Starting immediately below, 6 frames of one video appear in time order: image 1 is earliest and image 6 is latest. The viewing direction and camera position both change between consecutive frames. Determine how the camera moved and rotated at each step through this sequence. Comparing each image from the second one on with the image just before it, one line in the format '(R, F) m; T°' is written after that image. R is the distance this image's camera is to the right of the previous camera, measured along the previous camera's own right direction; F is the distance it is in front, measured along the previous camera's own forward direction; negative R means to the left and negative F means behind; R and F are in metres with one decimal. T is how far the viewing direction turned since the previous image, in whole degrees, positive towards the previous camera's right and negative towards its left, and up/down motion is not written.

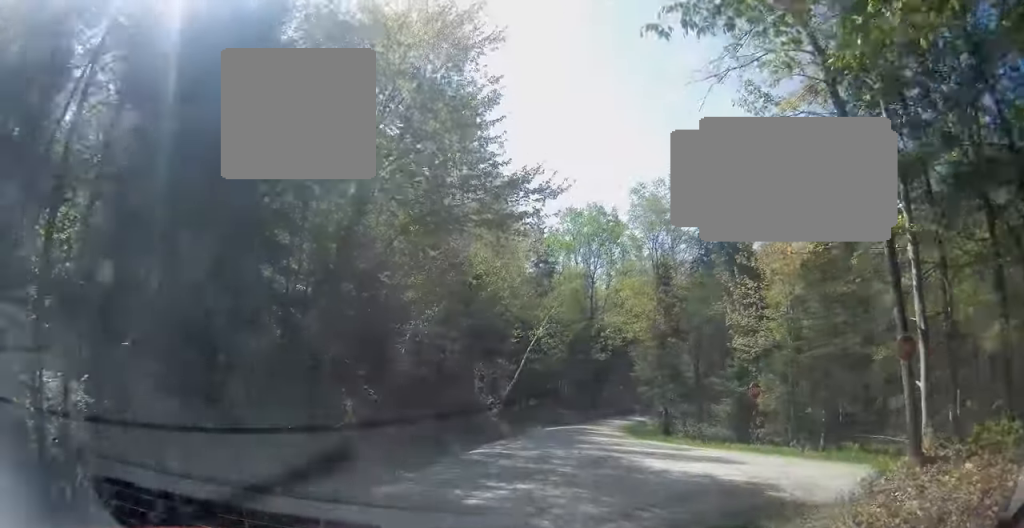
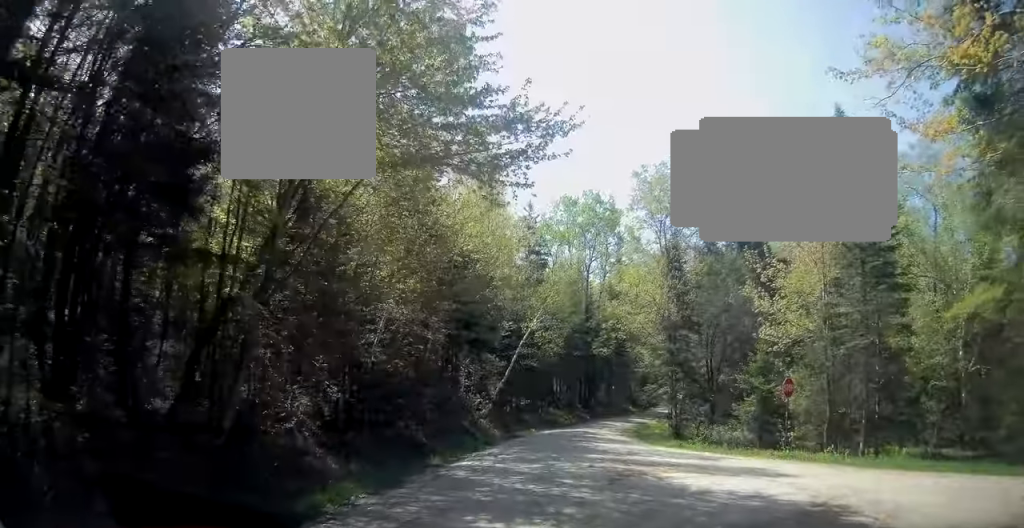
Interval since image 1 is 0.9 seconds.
(+0.1, +4.3) m; +2°
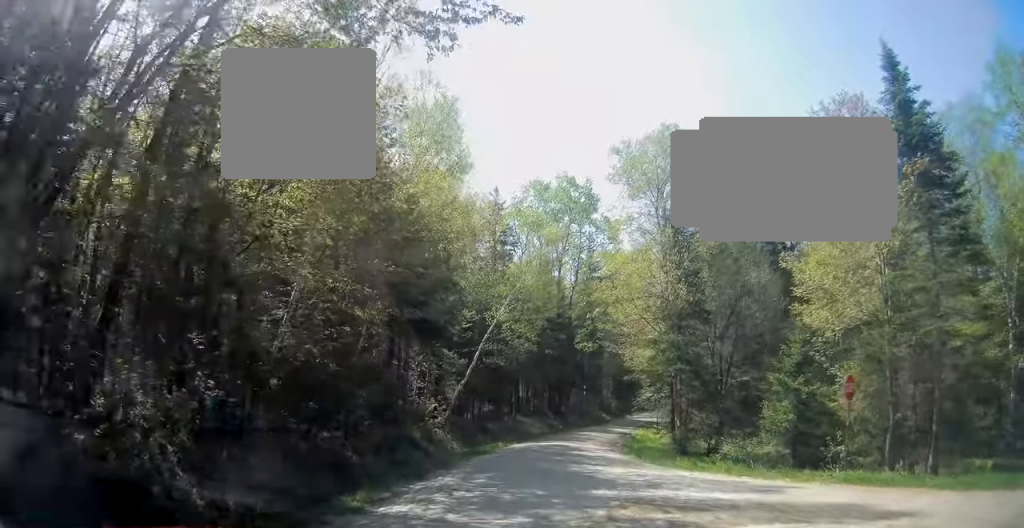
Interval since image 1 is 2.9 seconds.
(+0.8, +7.4) m; +13°
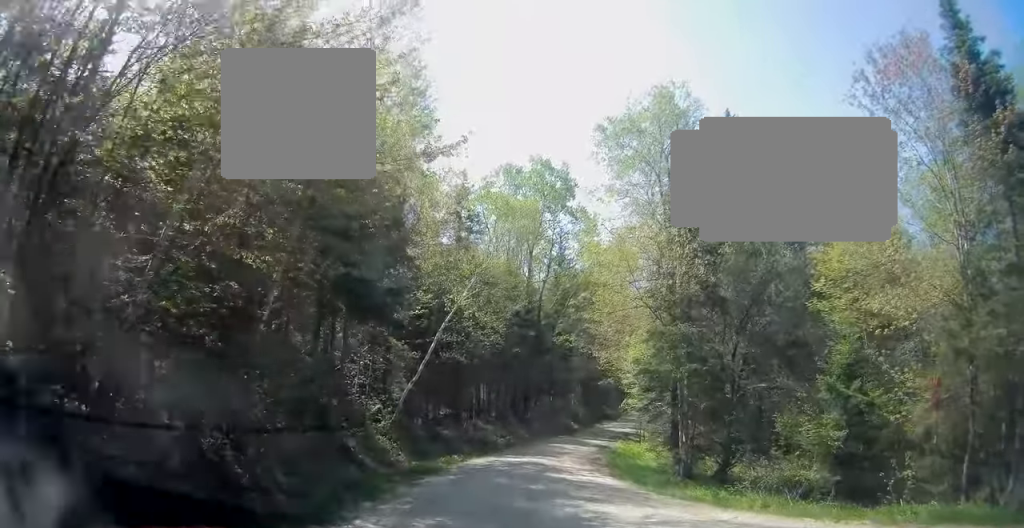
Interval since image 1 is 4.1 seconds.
(0.0, +4.1) m; -3°
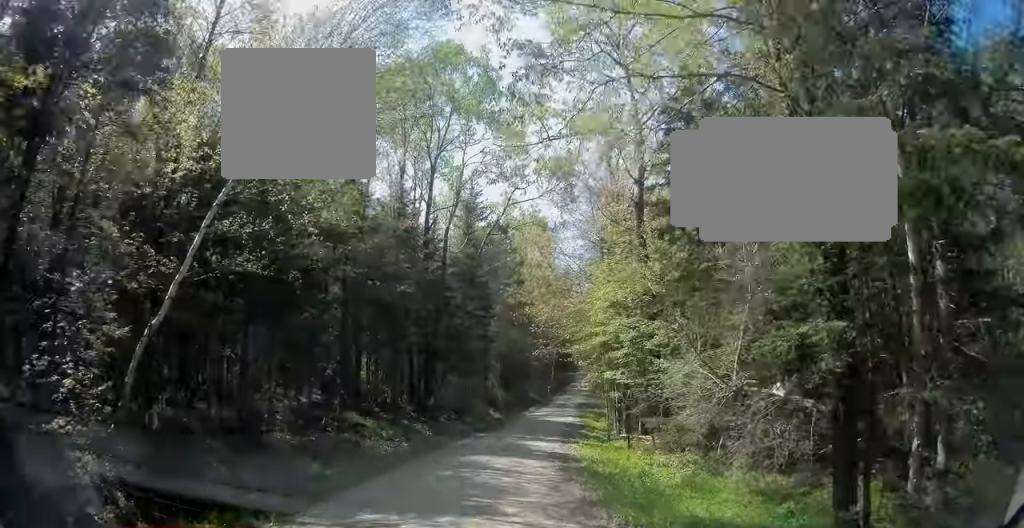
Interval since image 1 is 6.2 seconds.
(+0.6, +12.9) m; +4°
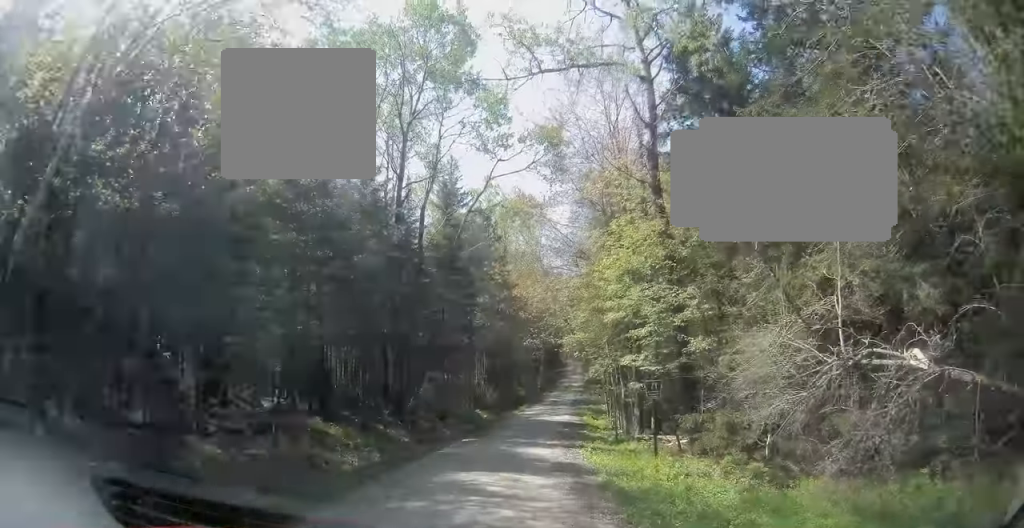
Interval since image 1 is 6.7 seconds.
(-0.2, +4.2) m; +2°
